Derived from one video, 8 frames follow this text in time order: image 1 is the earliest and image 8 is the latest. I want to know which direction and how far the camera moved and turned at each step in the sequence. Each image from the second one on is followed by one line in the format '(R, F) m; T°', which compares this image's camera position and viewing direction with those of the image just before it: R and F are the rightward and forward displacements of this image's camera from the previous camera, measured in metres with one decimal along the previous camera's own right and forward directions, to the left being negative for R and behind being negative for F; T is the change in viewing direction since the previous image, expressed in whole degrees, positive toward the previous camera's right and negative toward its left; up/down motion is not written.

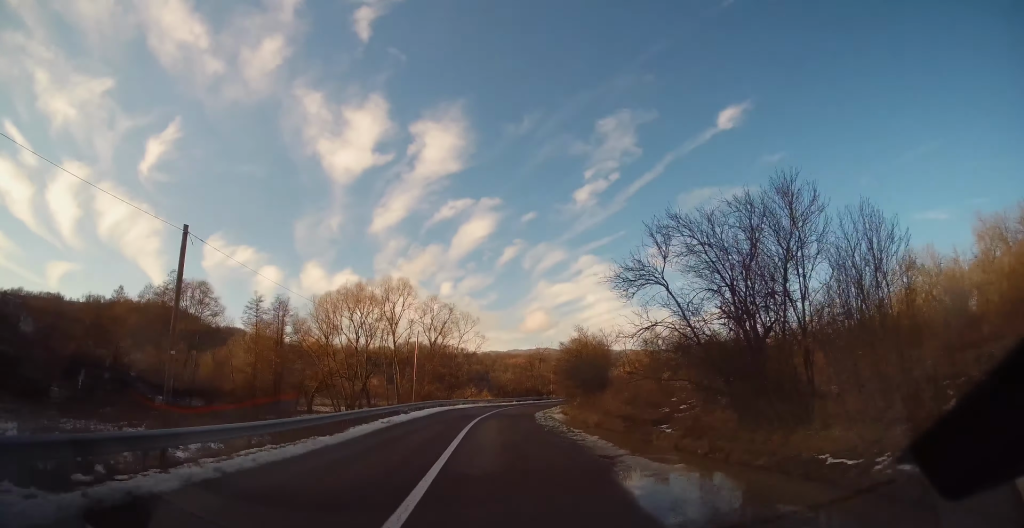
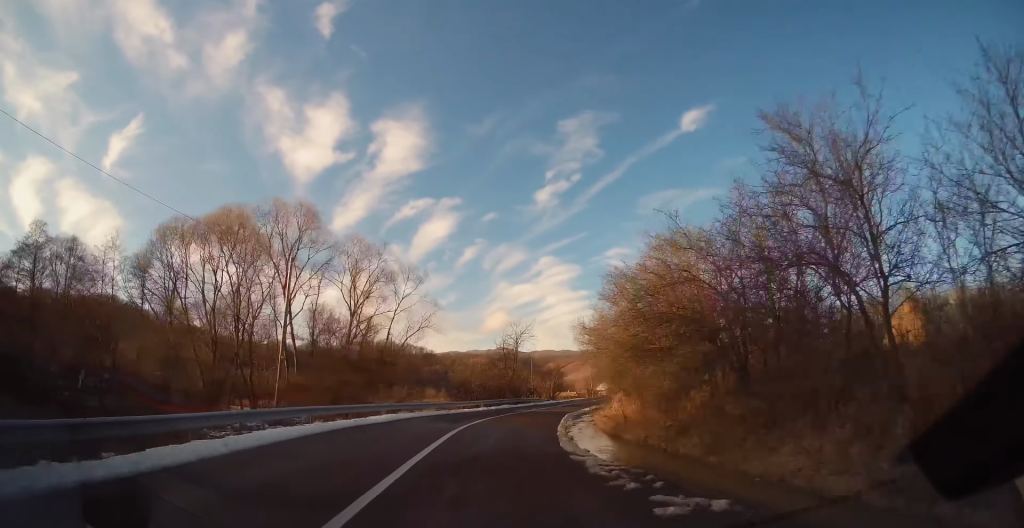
(+1.2, +24.5) m; +6°
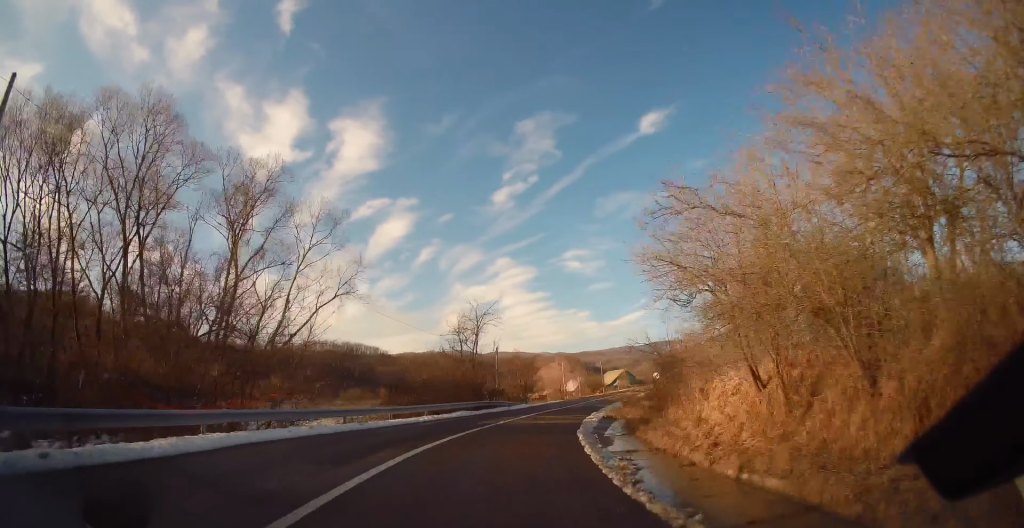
(+0.5, +14.4) m; +5°
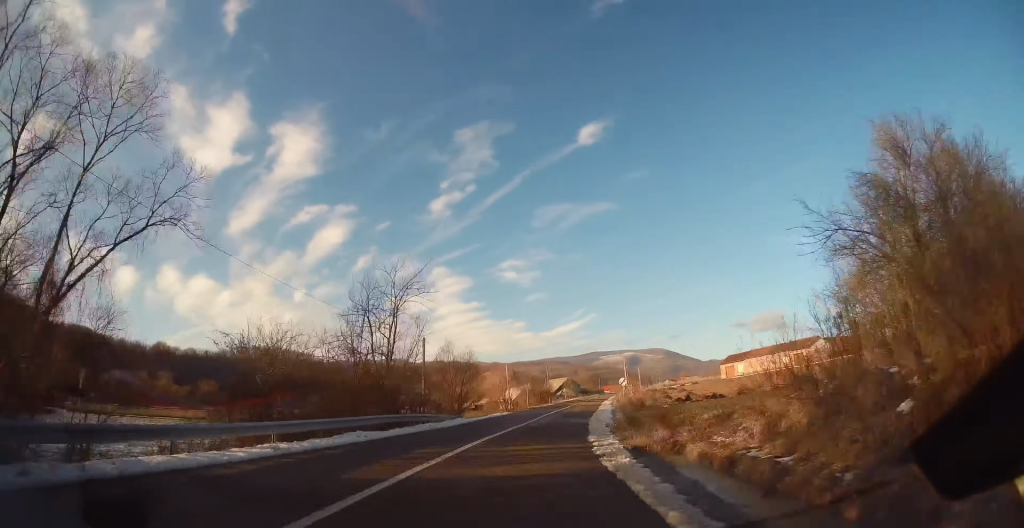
(+0.5, +13.1) m; +6°
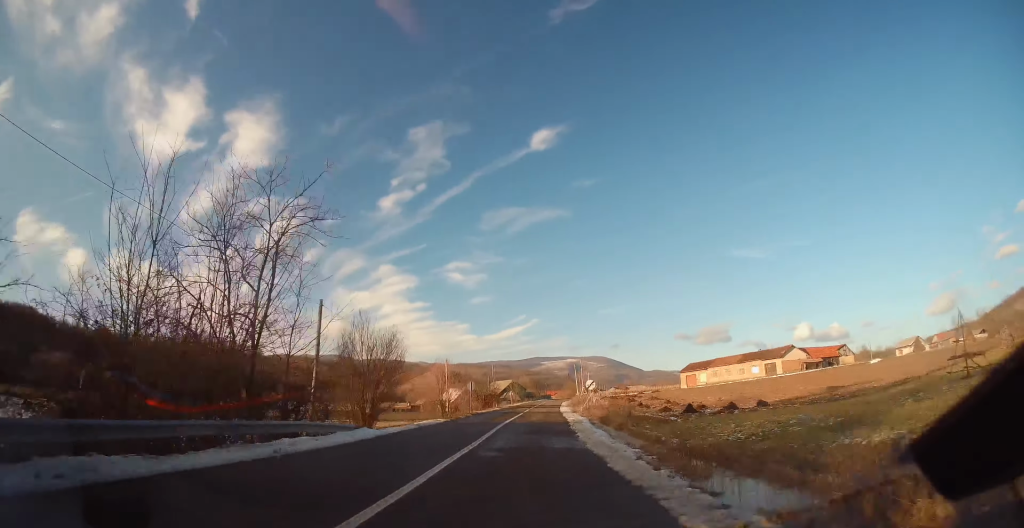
(+0.5, +11.4) m; +6°
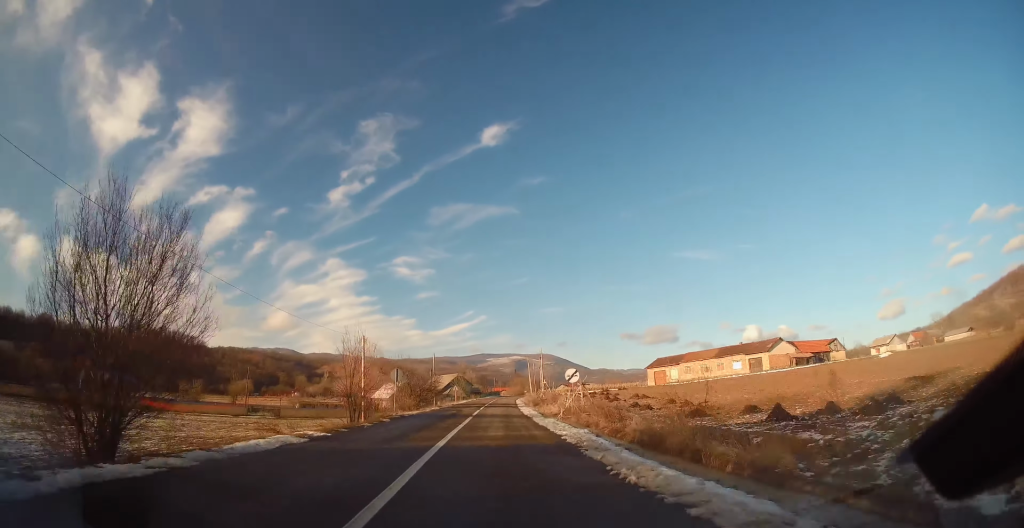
(+1.0, +14.6) m; +3°
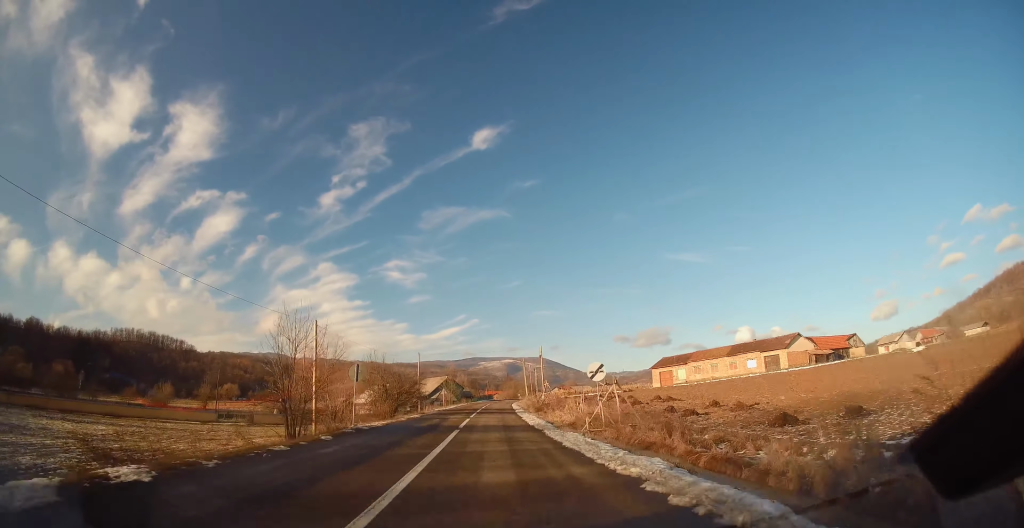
(+0.1, +8.5) m; +1°
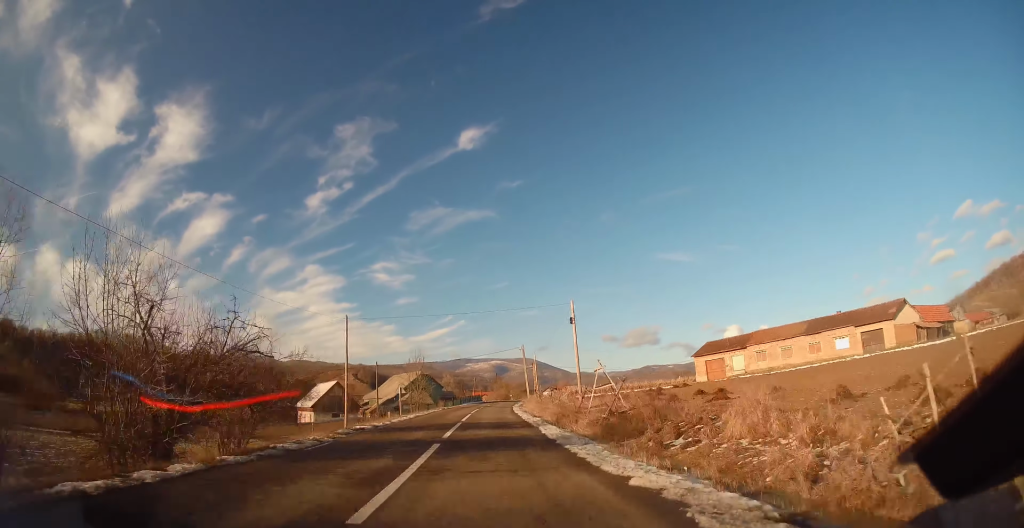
(+0.6, +28.3) m; +1°
